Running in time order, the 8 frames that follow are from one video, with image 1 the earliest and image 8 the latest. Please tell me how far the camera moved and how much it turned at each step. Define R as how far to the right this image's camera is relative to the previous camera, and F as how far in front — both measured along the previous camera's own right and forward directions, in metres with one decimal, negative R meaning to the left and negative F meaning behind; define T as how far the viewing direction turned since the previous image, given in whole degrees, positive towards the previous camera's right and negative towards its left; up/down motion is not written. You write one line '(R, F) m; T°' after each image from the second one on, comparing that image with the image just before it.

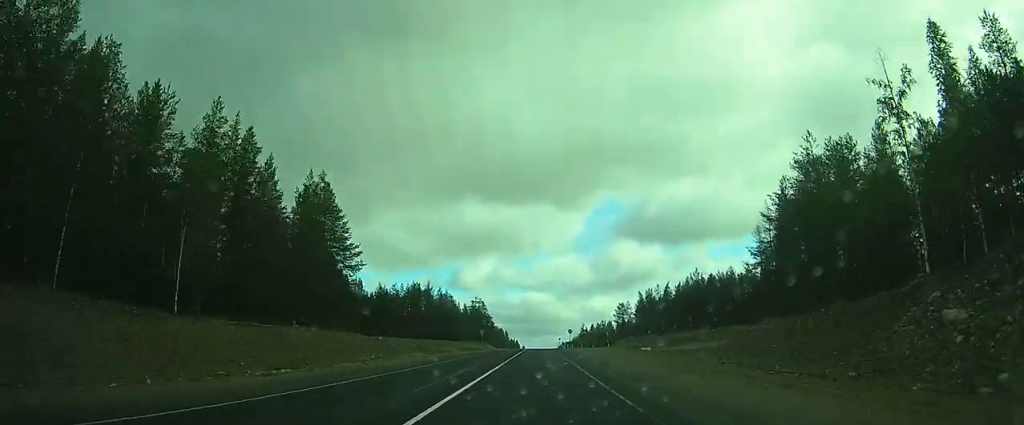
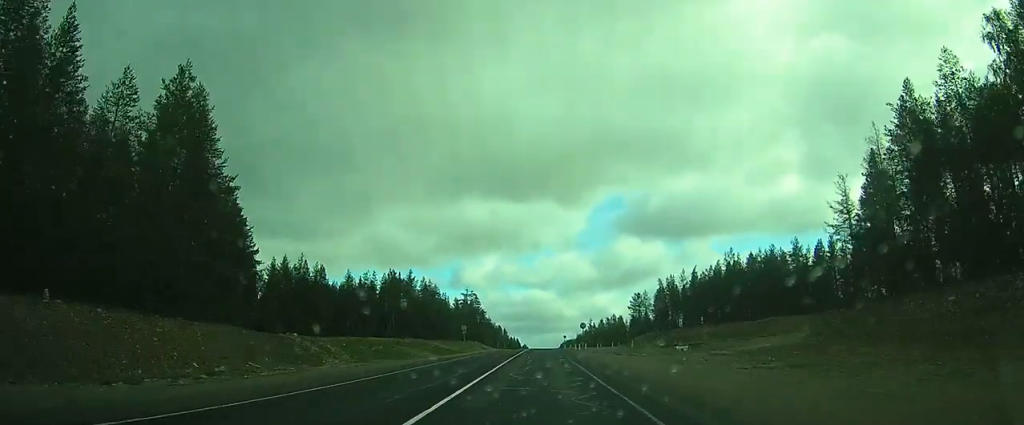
(0.0, +30.3) m; 0°
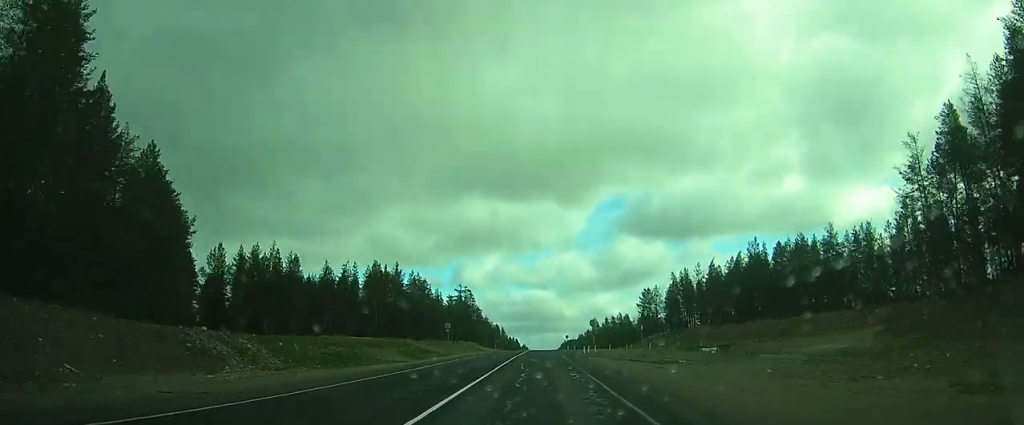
(0.0, +15.3) m; 0°
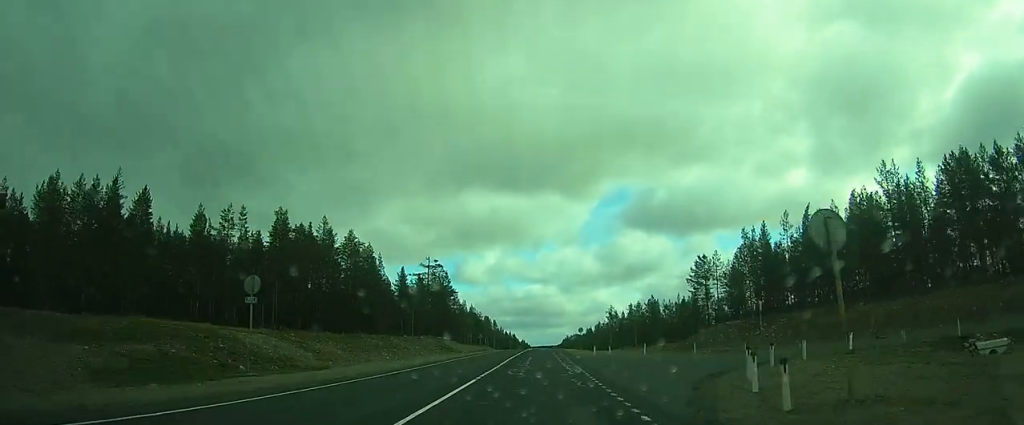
(+0.4, +47.8) m; +1°
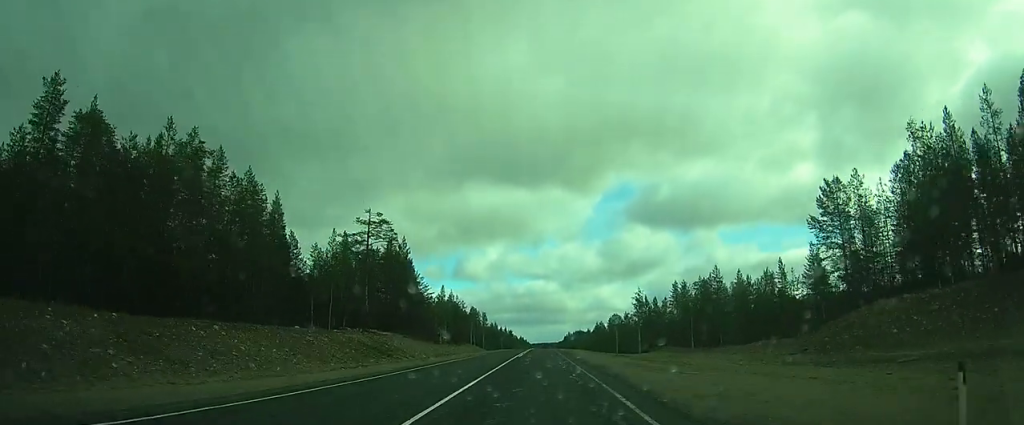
(-0.3, +38.0) m; -2°
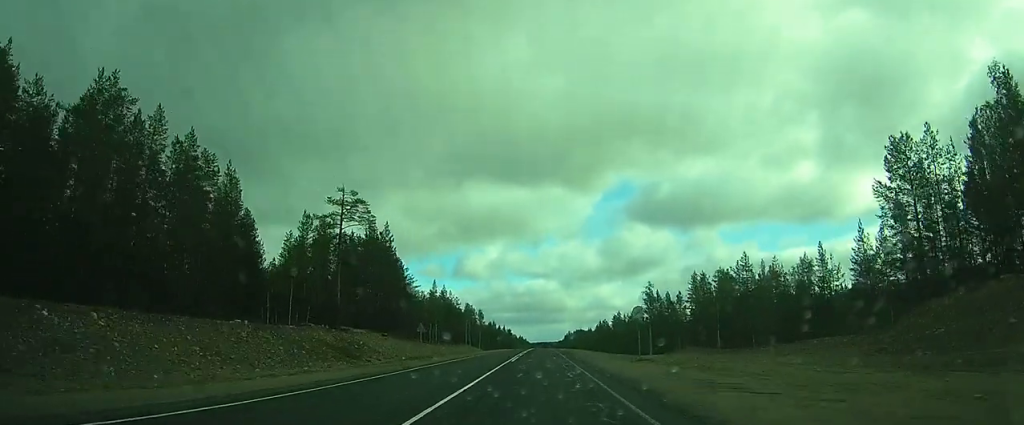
(-0.2, +9.0) m; -1°
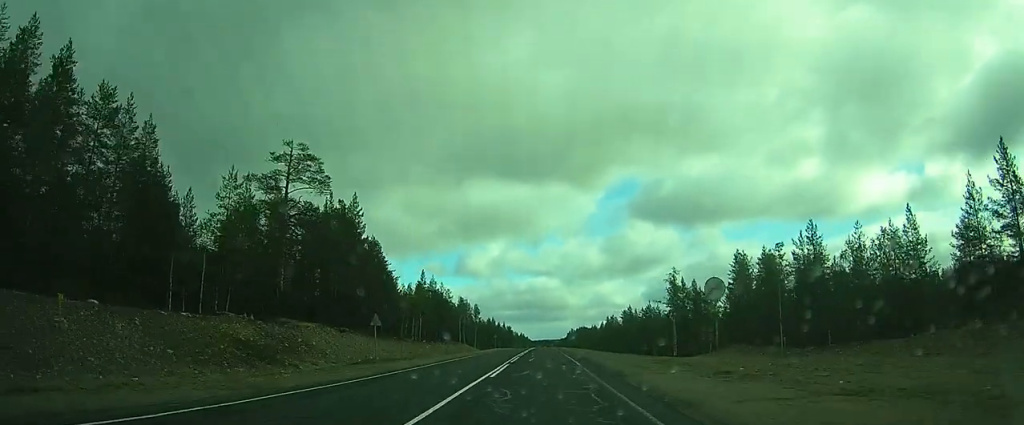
(-0.1, +12.8) m; -1°
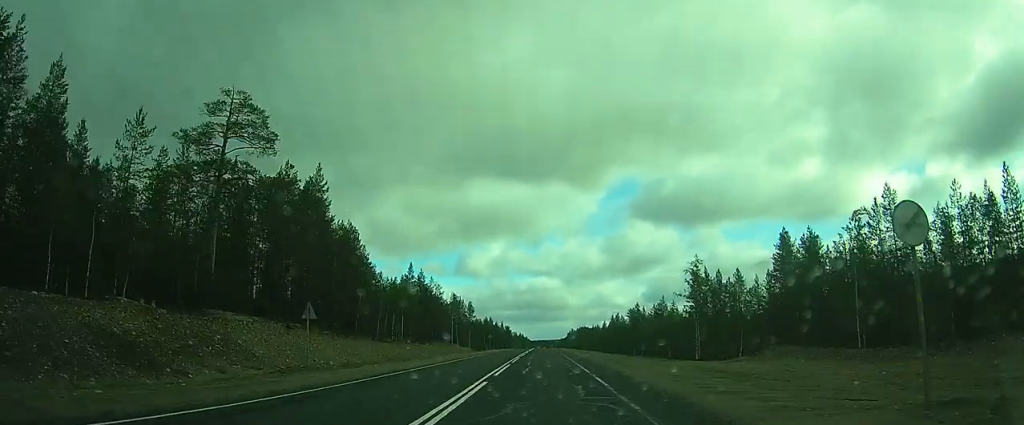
(0.0, +9.3) m; 0°
